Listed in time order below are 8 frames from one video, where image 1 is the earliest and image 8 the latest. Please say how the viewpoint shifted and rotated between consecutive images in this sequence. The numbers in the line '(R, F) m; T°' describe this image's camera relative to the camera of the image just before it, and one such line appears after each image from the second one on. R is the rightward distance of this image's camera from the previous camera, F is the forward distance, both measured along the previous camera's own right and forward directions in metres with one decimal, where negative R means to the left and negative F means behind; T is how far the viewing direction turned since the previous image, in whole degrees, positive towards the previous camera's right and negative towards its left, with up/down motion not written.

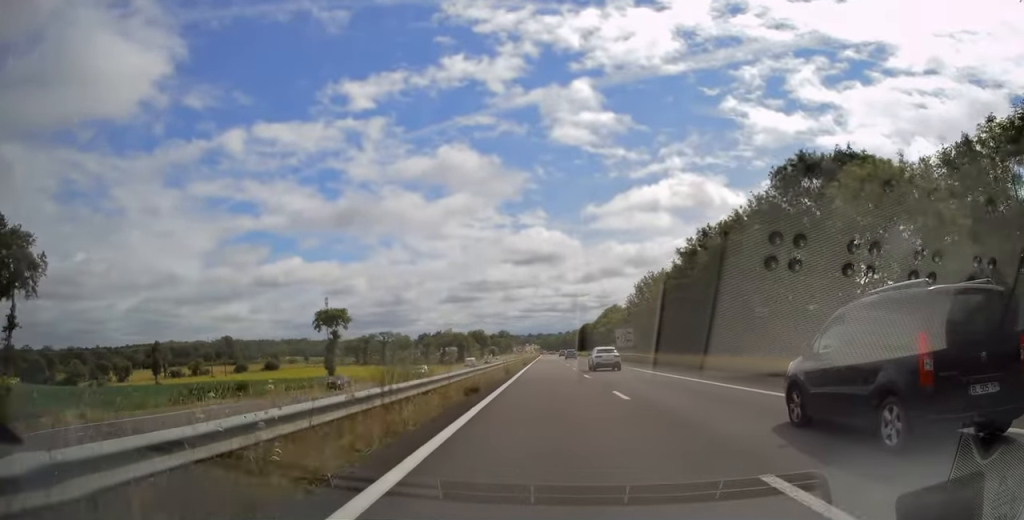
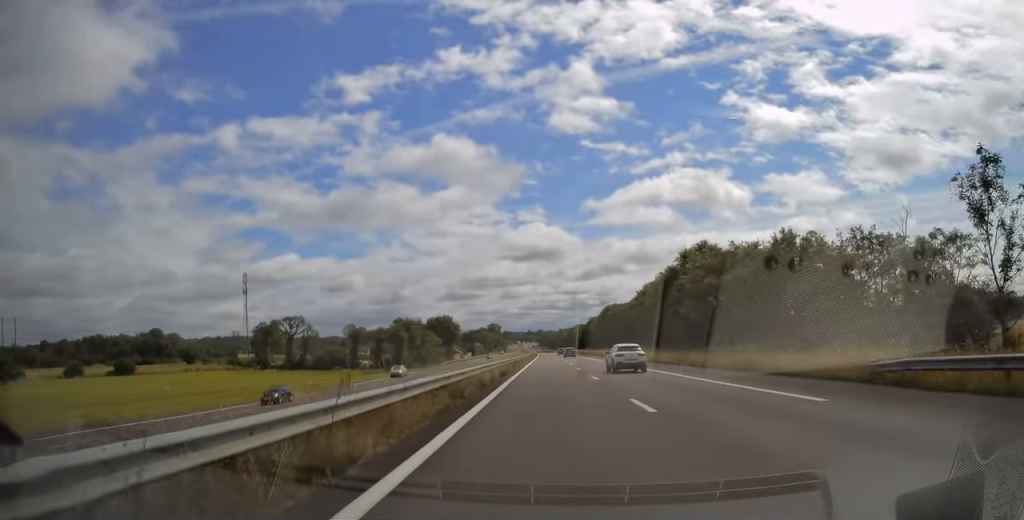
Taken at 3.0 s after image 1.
(0.0, +94.0) m; 0°
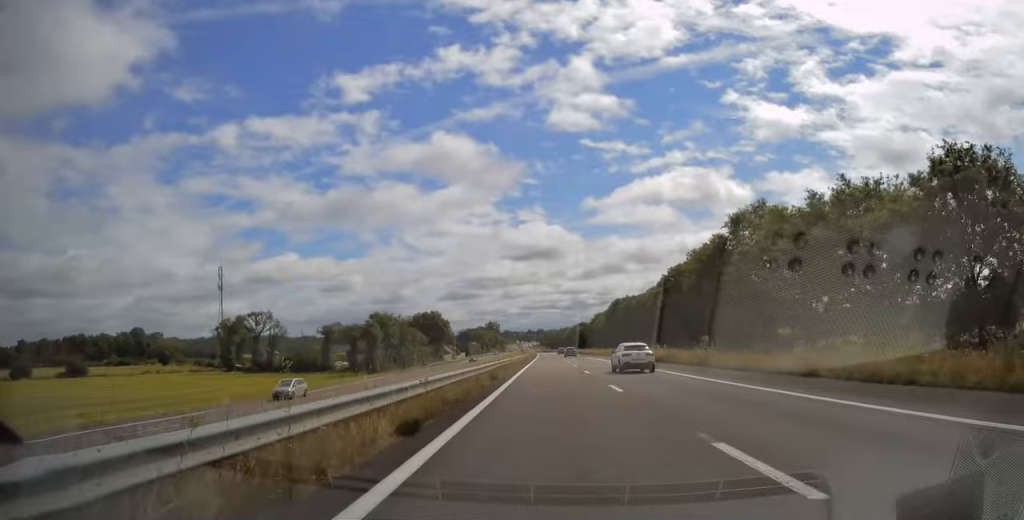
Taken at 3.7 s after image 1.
(0.0, +20.3) m; 0°
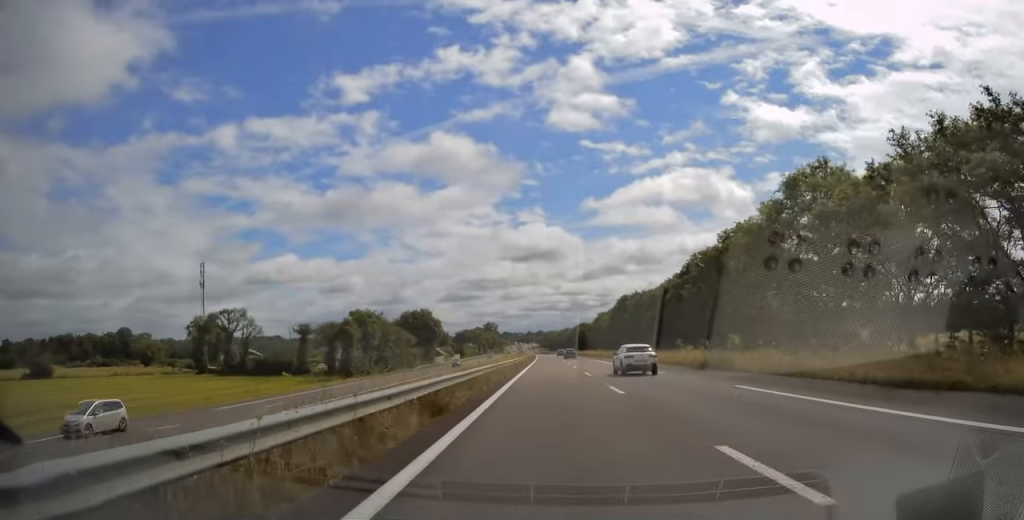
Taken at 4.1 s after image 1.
(0.0, +13.0) m; 0°
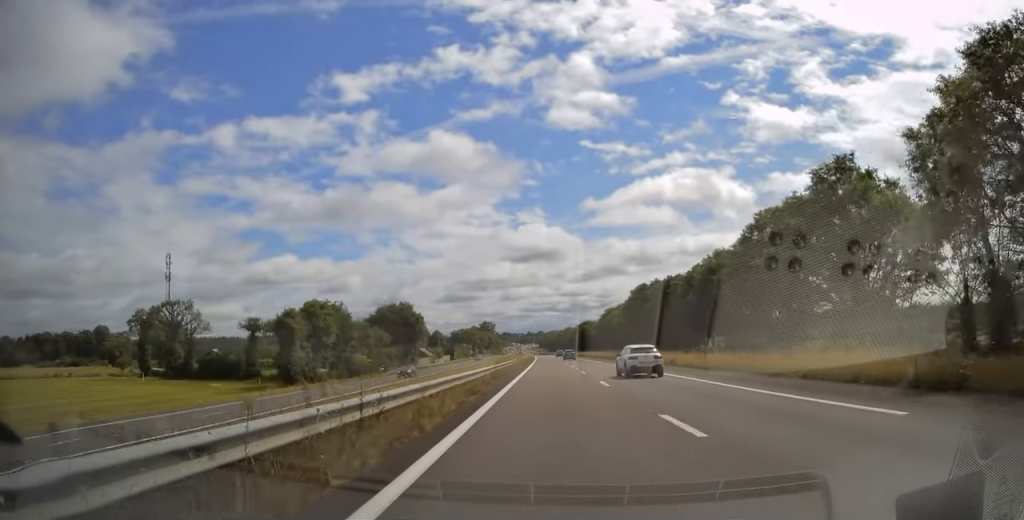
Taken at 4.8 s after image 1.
(0.0, +21.8) m; 0°
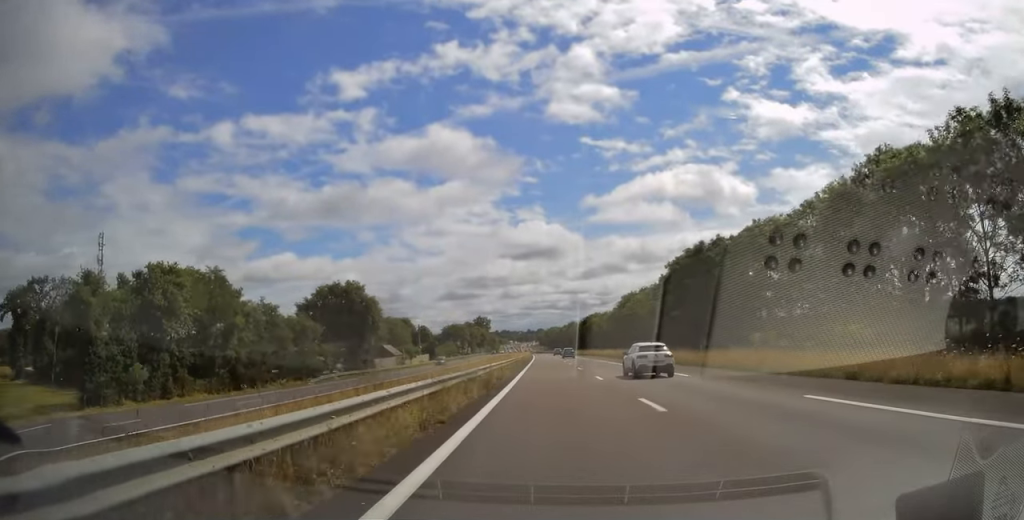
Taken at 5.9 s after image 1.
(-0.1, +35.3) m; 0°
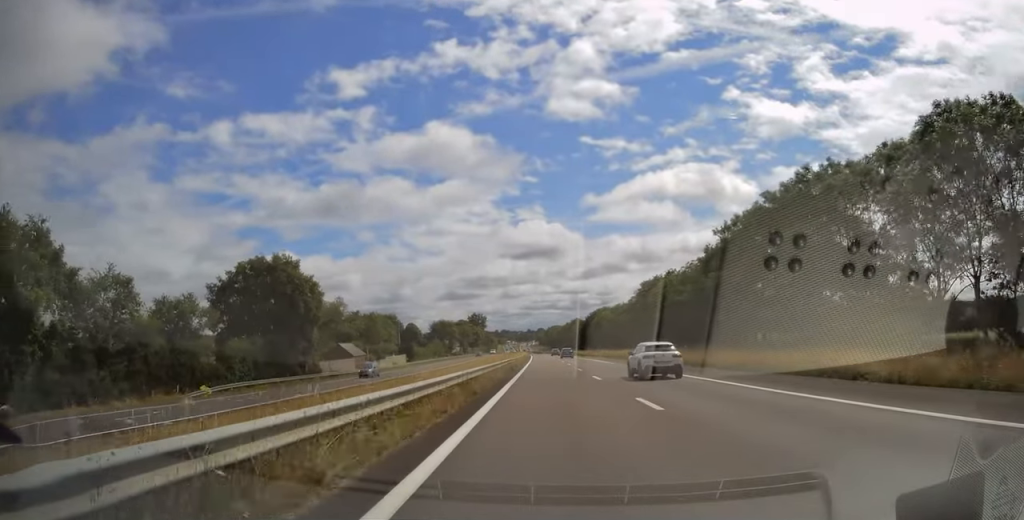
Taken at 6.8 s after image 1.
(0.0, +26.0) m; 0°
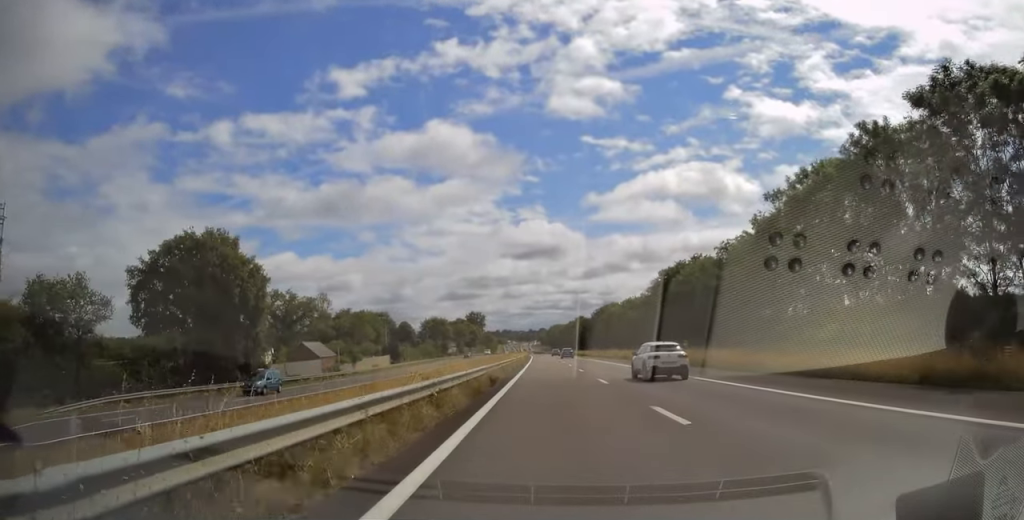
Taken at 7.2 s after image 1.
(0.0, +15.1) m; 0°
